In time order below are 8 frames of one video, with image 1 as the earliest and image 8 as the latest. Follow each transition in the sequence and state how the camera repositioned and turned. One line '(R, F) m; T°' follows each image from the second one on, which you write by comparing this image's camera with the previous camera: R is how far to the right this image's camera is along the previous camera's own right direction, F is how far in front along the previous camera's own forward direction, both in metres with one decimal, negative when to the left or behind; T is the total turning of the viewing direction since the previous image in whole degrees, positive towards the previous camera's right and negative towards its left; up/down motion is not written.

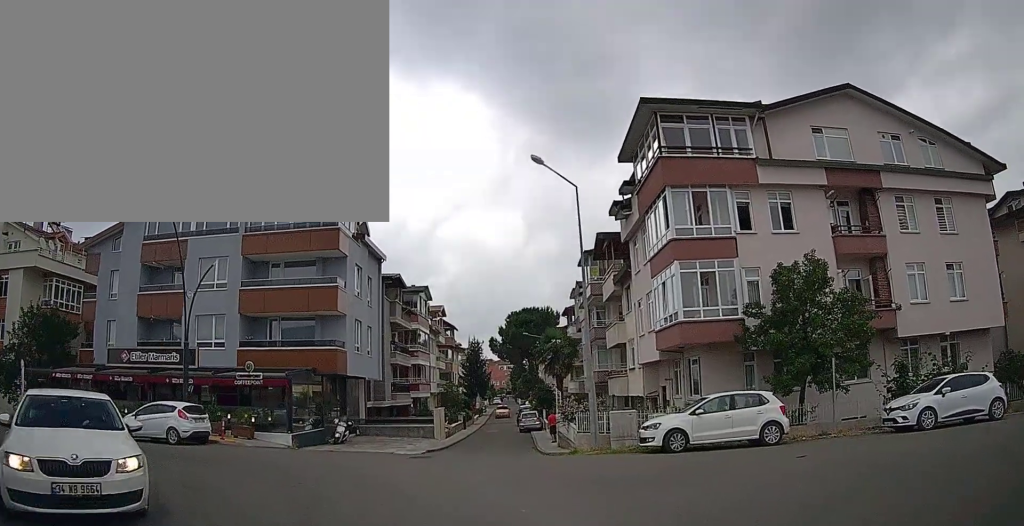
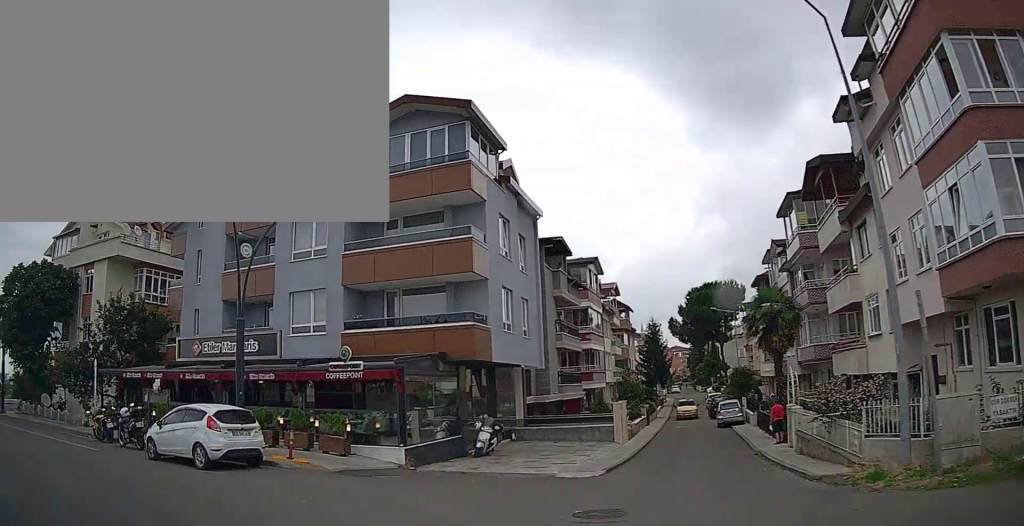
(-0.9, +8.2) m; -21°
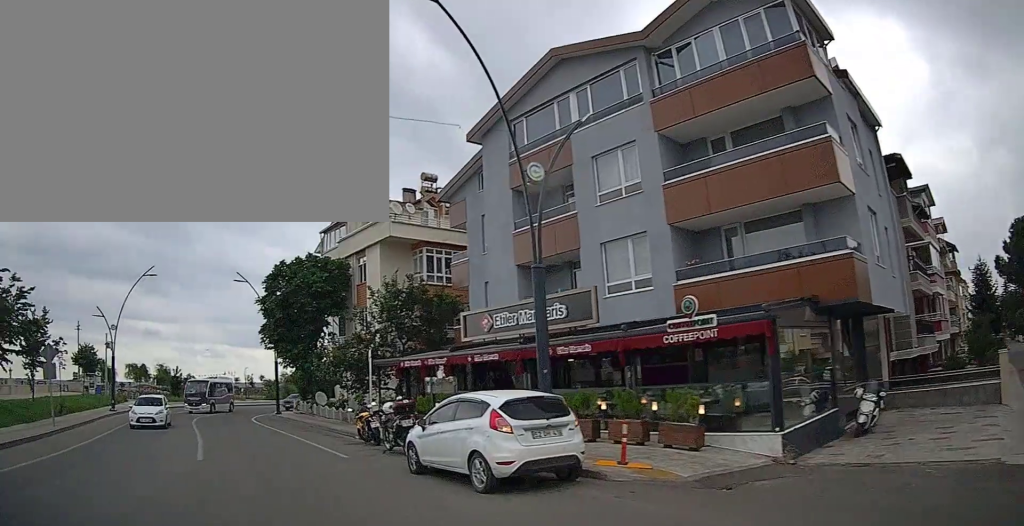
(-1.4, +4.6) m; -29°
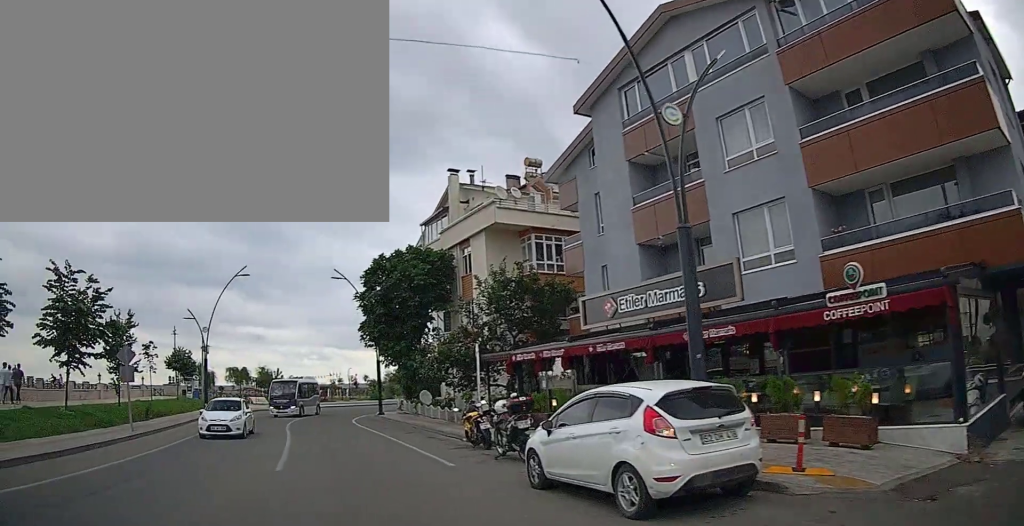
(-0.2, +1.9) m; -9°
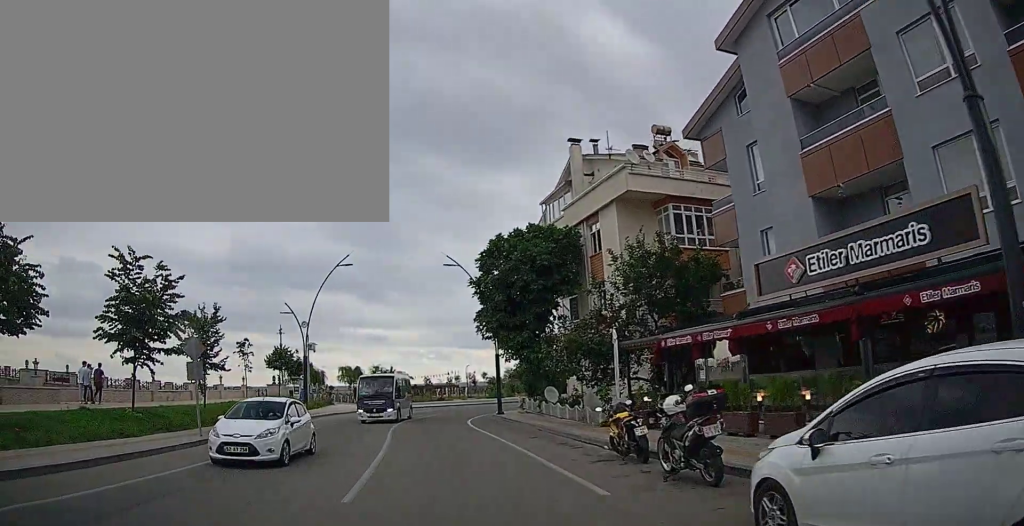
(-0.4, +3.5) m; -10°
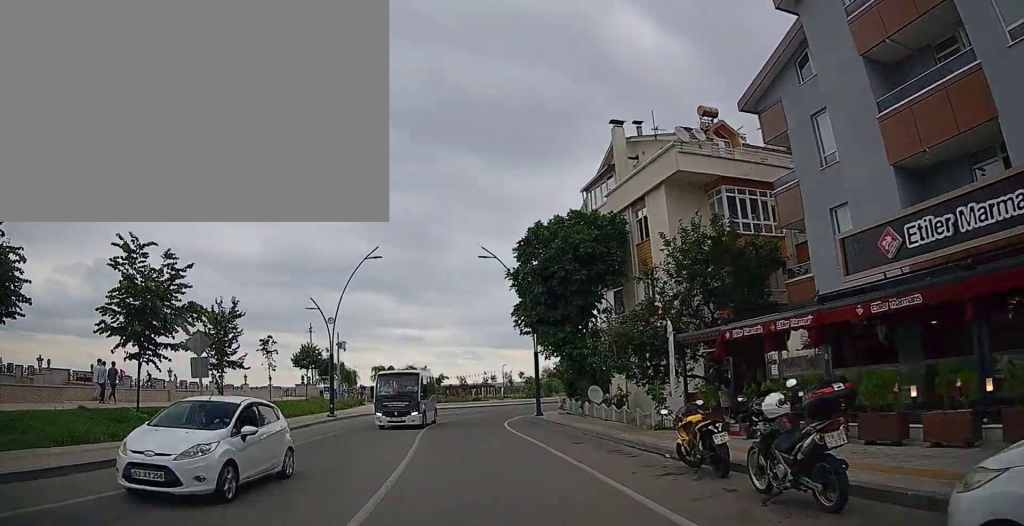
(0.0, +1.9) m; -4°
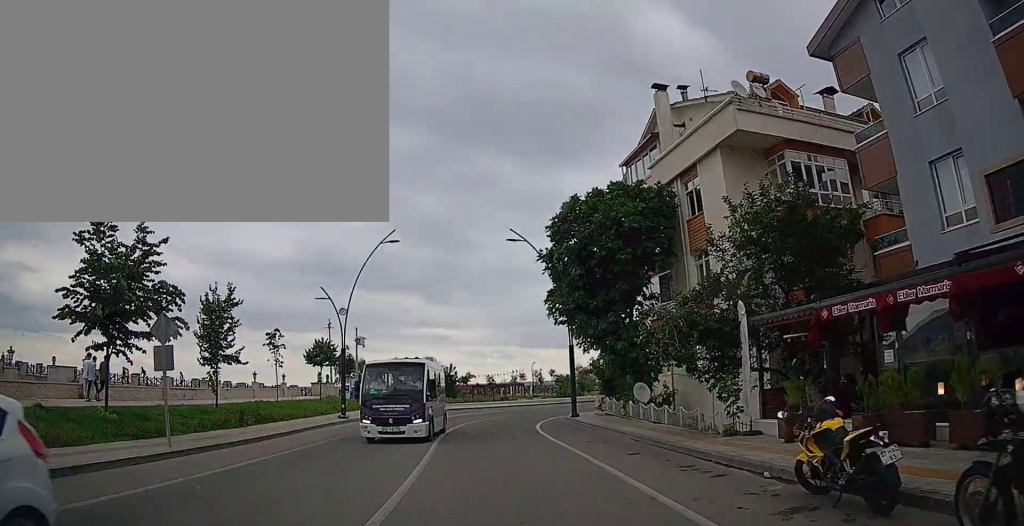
(-0.2, +3.2) m; -4°
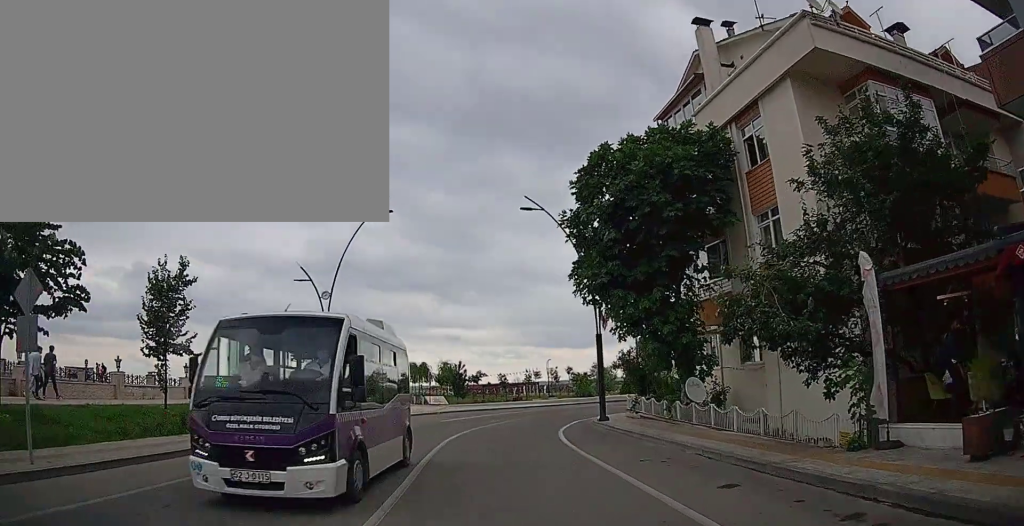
(-0.2, +4.9) m; -3°
